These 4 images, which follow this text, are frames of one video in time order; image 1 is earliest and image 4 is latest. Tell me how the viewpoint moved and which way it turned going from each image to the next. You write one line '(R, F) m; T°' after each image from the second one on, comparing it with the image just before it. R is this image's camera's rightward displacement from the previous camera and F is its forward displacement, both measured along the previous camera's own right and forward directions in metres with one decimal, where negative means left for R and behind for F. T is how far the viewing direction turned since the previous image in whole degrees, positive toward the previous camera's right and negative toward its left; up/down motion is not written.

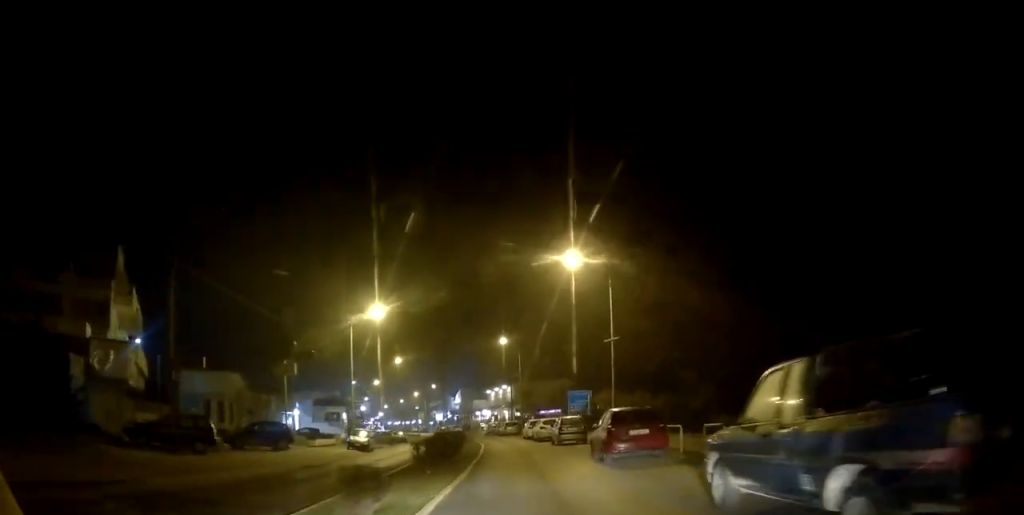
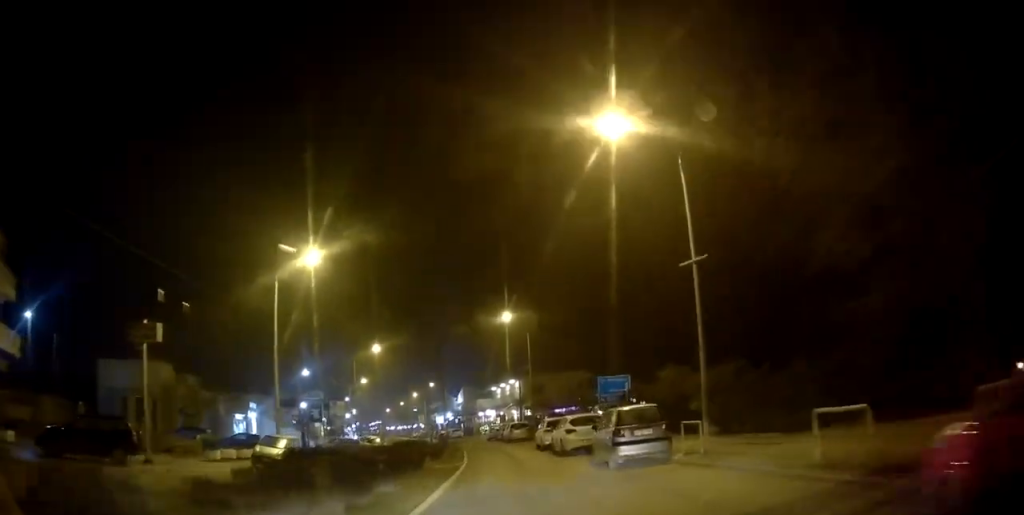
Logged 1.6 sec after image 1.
(-0.2, +15.4) m; 0°
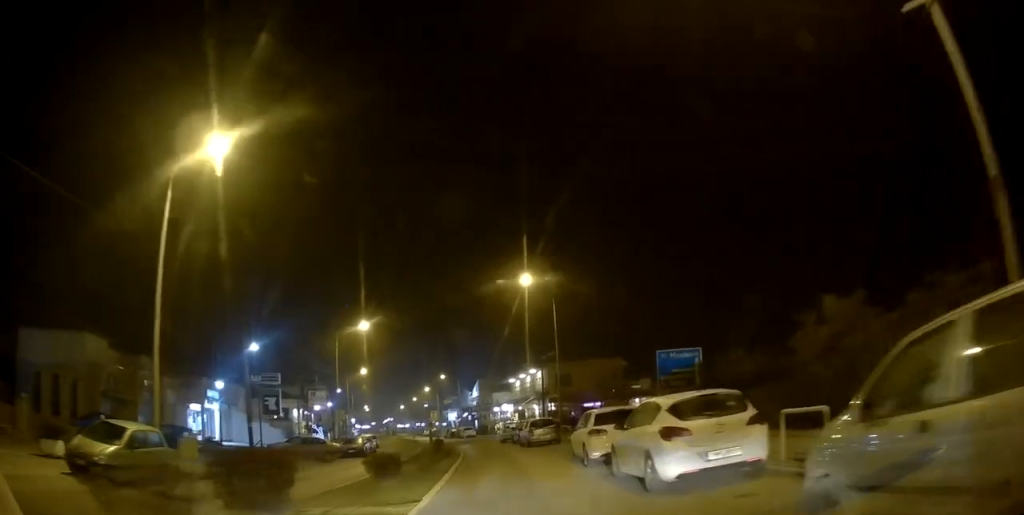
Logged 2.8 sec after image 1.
(+0.1, +12.0) m; -1°
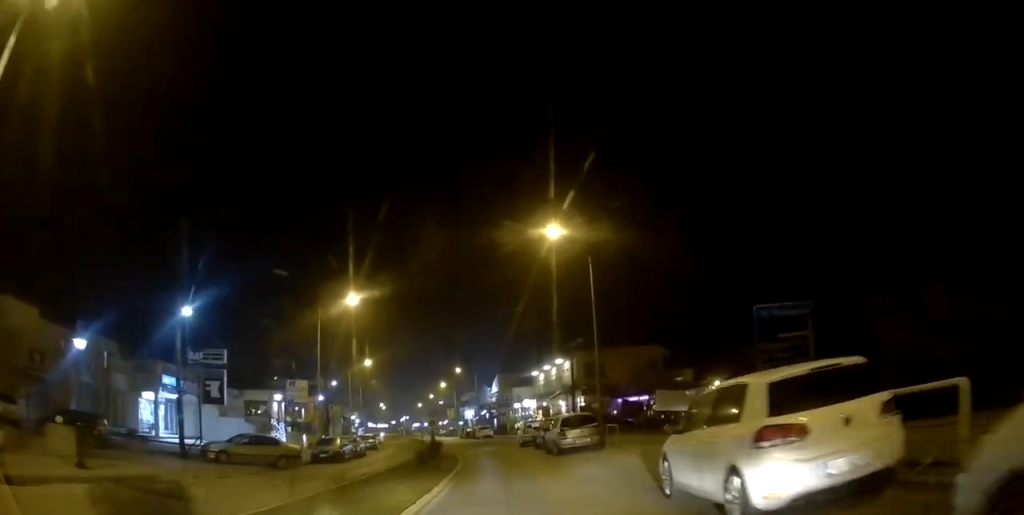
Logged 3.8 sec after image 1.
(-0.2, +9.5) m; -4°
